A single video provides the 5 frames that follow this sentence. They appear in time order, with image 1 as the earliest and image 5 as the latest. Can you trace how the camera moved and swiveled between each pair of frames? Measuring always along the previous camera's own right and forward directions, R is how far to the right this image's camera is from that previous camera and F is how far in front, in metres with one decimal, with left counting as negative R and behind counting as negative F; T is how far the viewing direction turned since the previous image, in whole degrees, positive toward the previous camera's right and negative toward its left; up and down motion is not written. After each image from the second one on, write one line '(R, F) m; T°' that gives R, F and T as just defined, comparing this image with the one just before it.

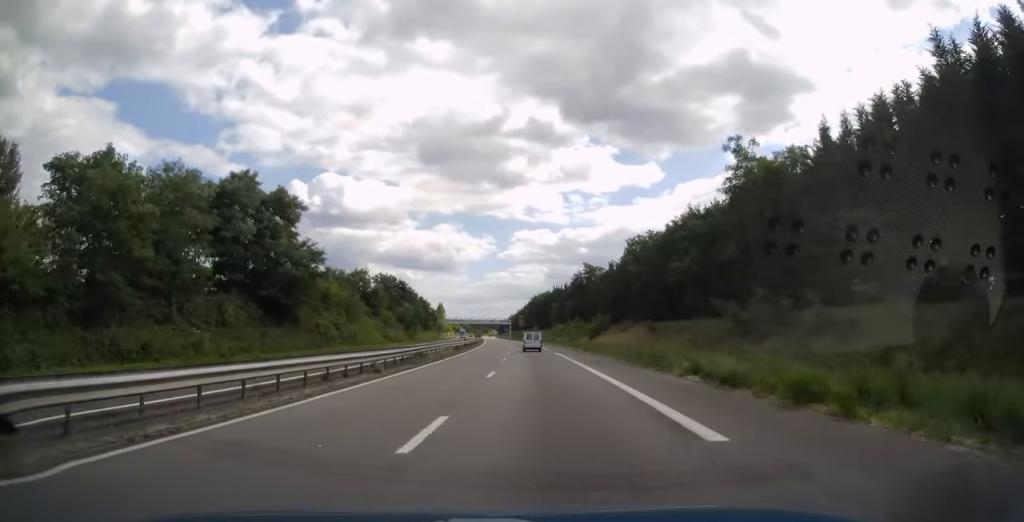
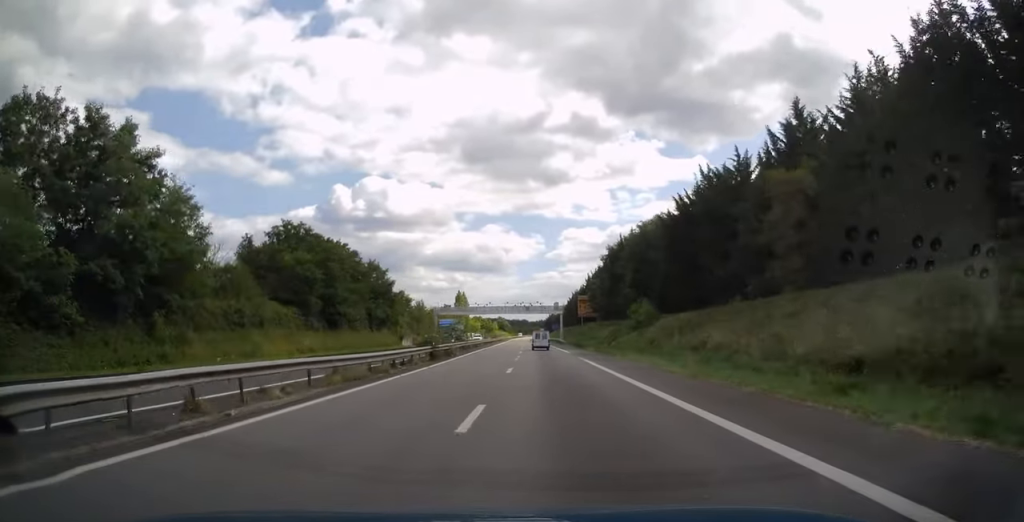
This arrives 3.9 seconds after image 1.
(-3.7, +114.9) m; -3°
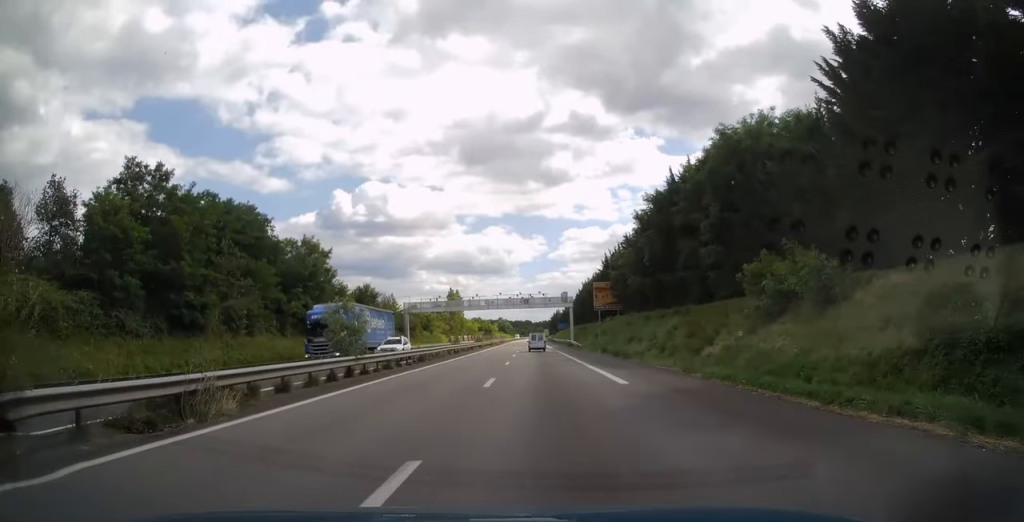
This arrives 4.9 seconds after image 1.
(-0.2, +31.1) m; 0°
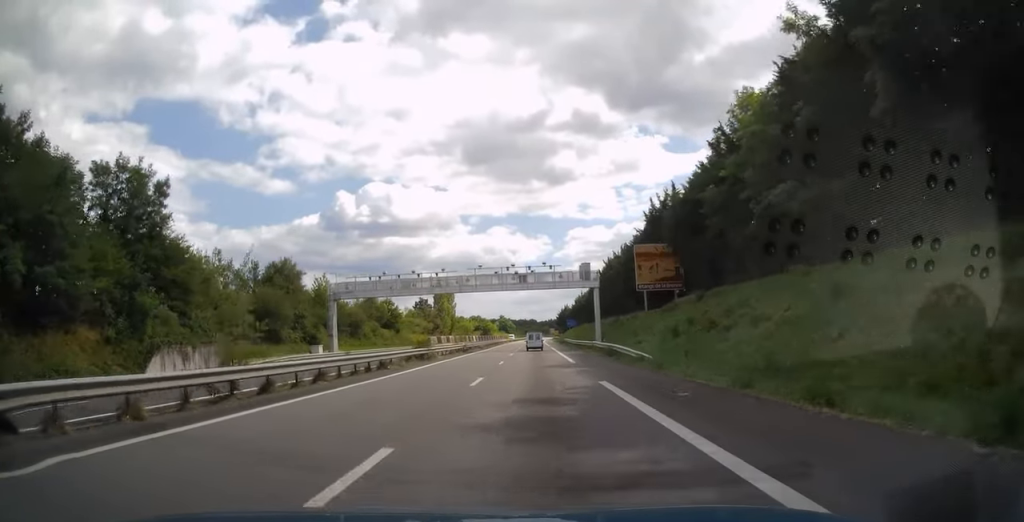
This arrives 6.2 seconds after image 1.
(-0.1, +38.0) m; 0°
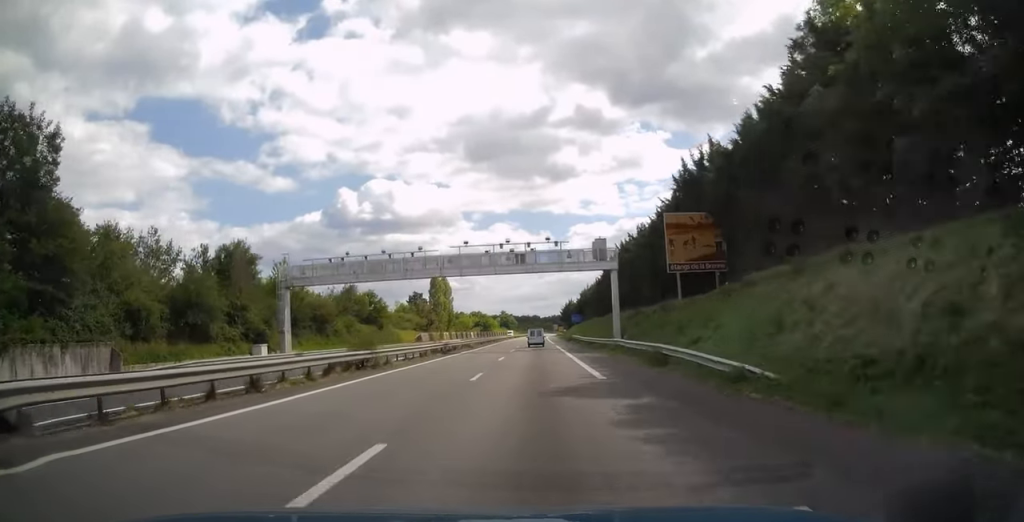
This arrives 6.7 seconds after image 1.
(-0.1, +12.8) m; 0°
